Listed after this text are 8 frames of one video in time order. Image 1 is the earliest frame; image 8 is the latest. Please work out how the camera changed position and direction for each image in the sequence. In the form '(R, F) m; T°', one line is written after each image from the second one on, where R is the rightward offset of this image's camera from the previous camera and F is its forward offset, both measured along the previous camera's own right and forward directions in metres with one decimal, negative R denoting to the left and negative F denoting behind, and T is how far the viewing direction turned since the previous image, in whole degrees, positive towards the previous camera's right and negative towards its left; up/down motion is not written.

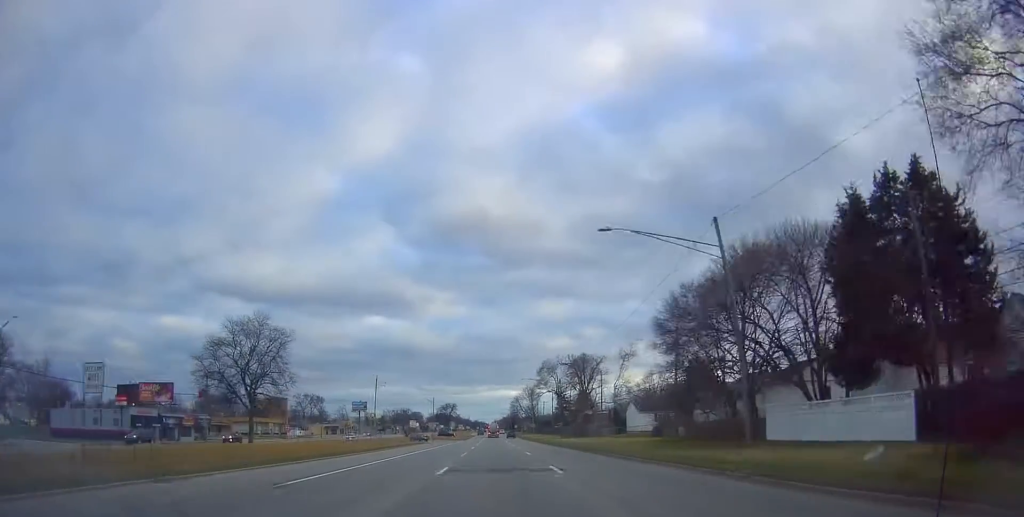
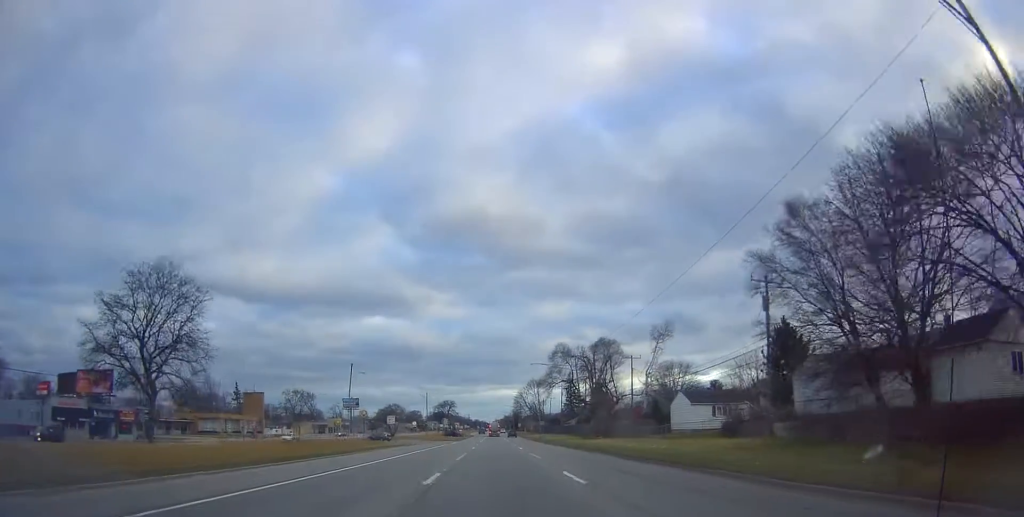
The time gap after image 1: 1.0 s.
(-0.2, +19.3) m; 0°
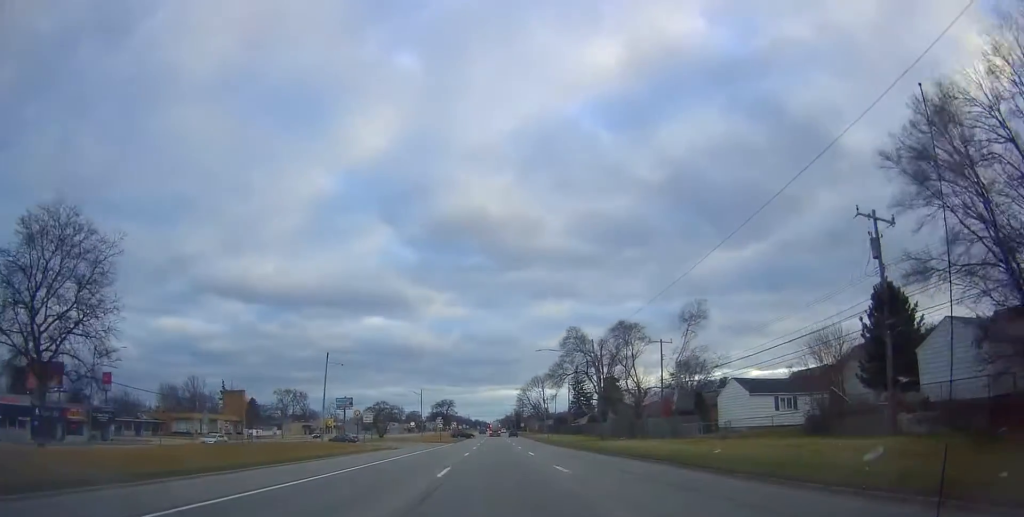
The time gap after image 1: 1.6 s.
(+0.1, +12.6) m; +1°
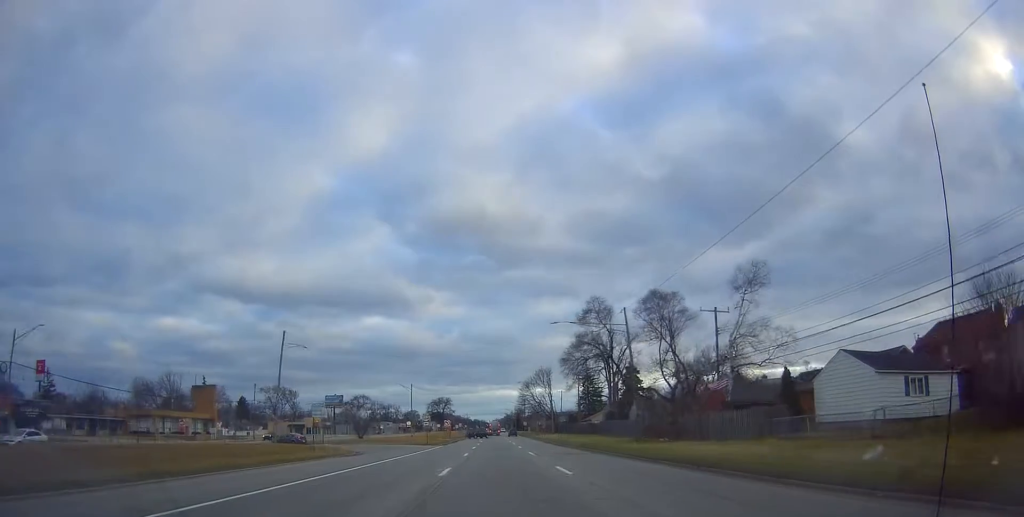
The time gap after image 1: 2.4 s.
(+0.2, +15.2) m; +1°
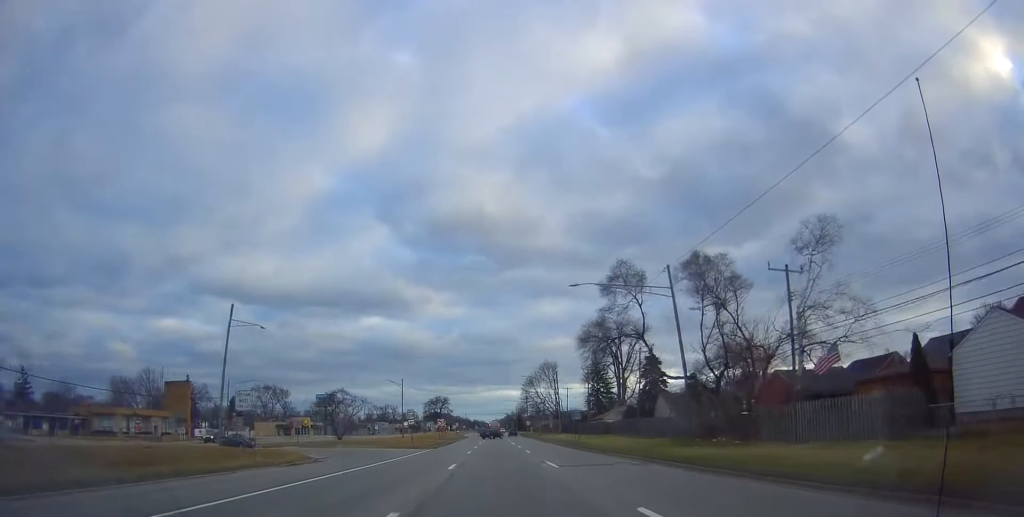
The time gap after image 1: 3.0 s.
(+0.3, +12.0) m; -1°
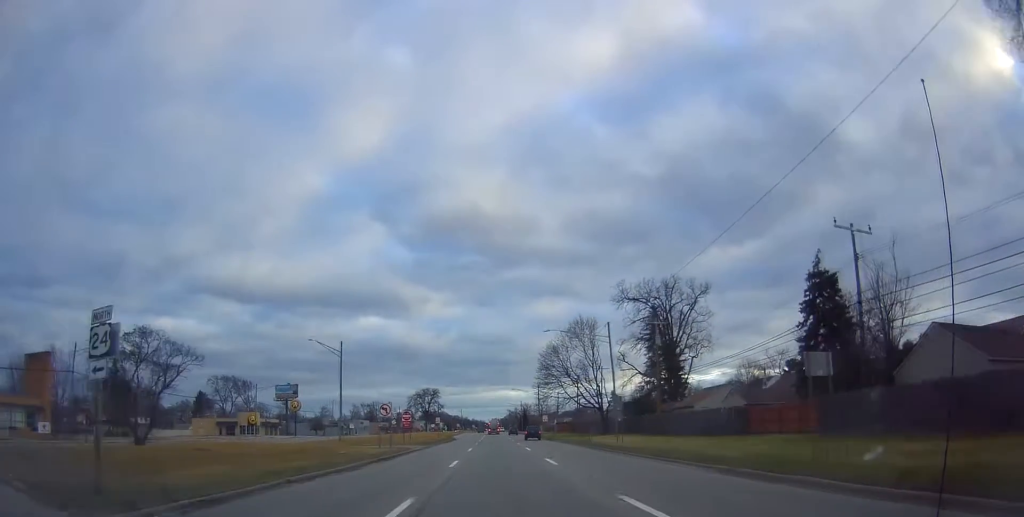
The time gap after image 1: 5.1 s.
(0.0, +43.9) m; 0°
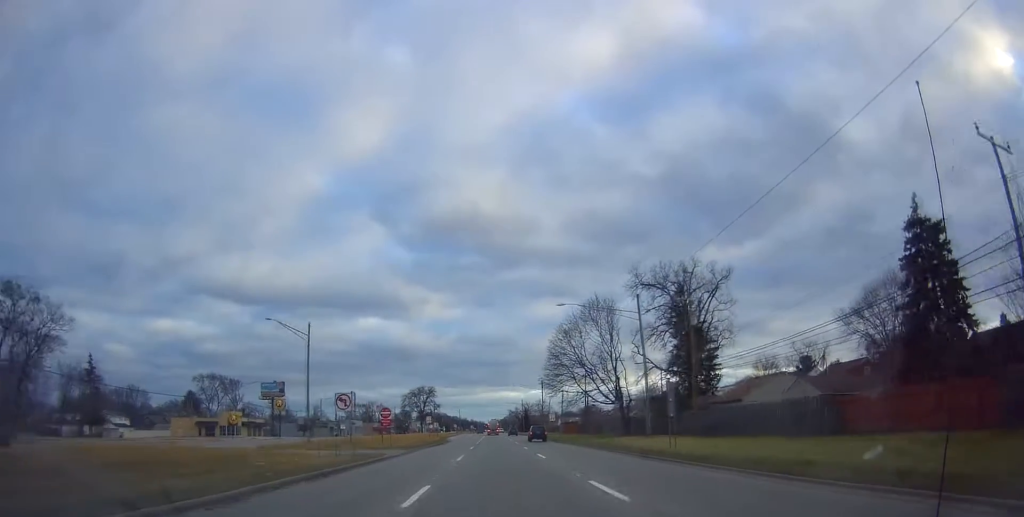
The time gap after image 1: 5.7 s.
(-0.3, +11.7) m; 0°
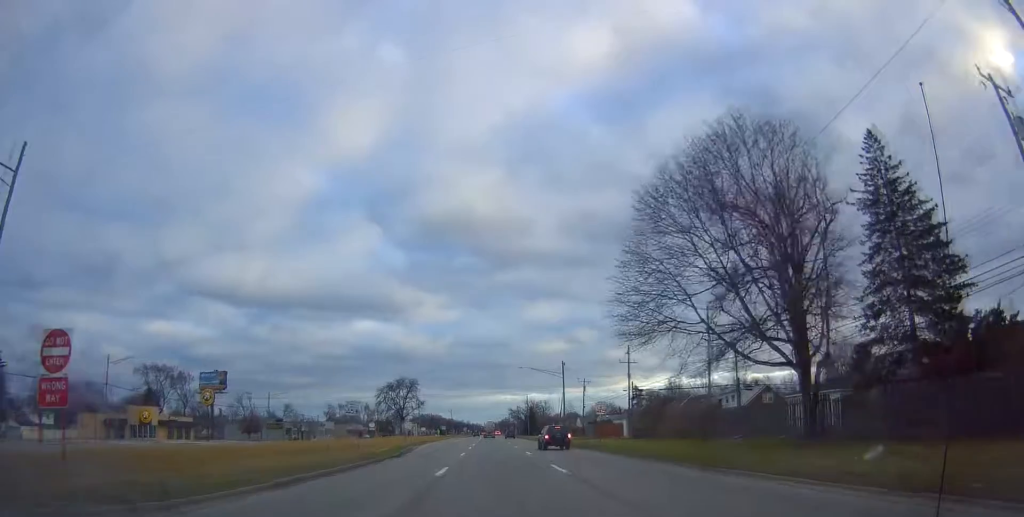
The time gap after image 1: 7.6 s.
(+0.3, +38.4) m; 0°
